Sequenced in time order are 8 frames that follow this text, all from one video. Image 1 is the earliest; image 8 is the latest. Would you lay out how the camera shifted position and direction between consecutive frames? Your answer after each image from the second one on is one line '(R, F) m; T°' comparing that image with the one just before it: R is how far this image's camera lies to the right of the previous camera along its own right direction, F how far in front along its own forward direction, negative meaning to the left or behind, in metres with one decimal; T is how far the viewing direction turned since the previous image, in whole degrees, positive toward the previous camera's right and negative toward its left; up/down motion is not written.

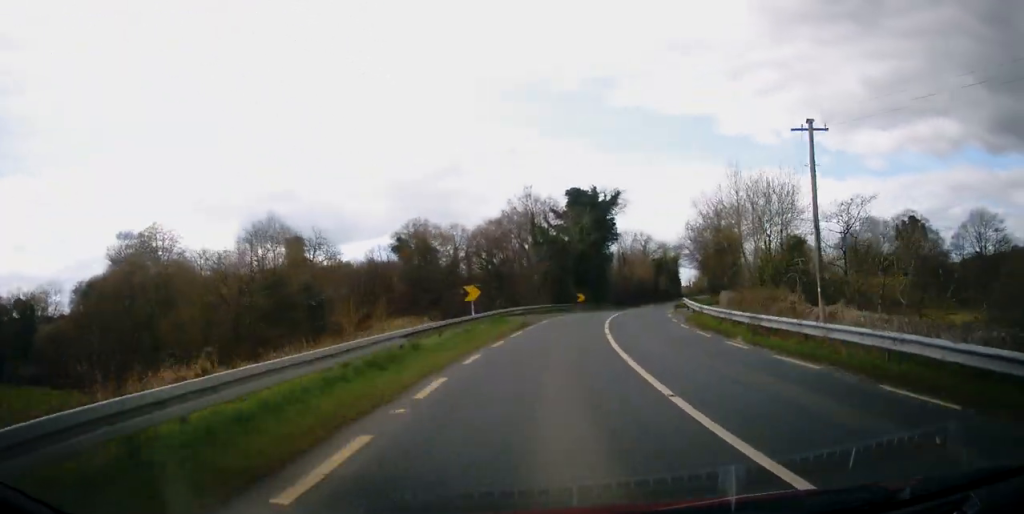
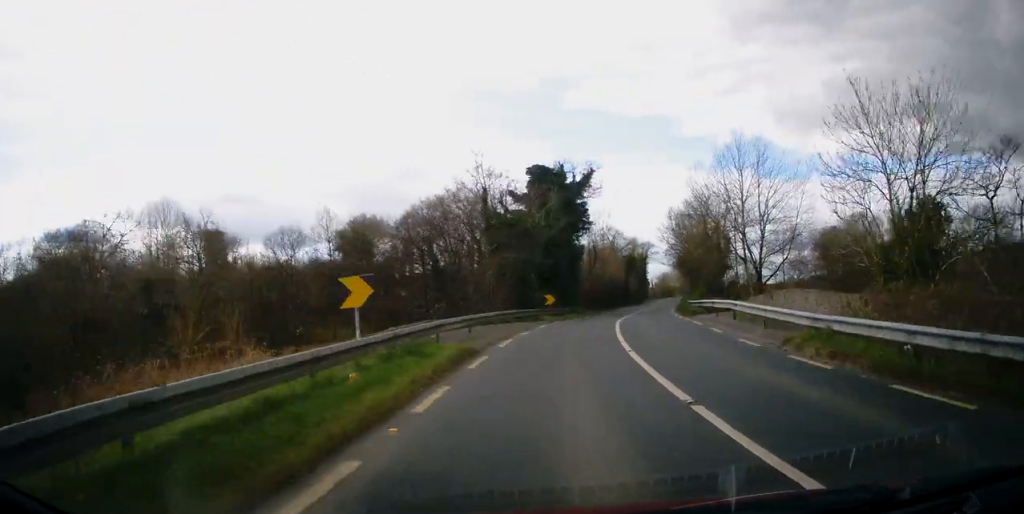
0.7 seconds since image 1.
(+1.1, +12.8) m; +6°
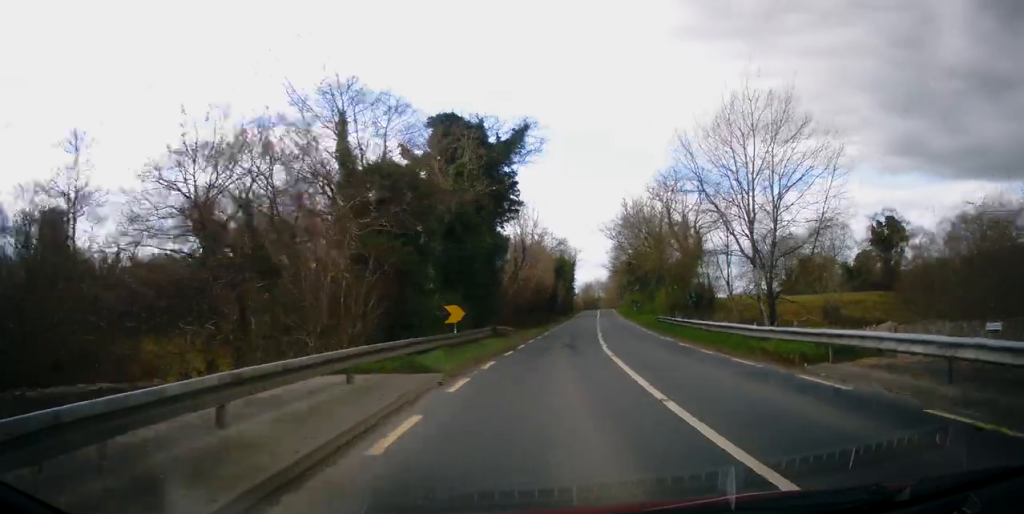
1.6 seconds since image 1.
(+1.0, +17.7) m; +7°
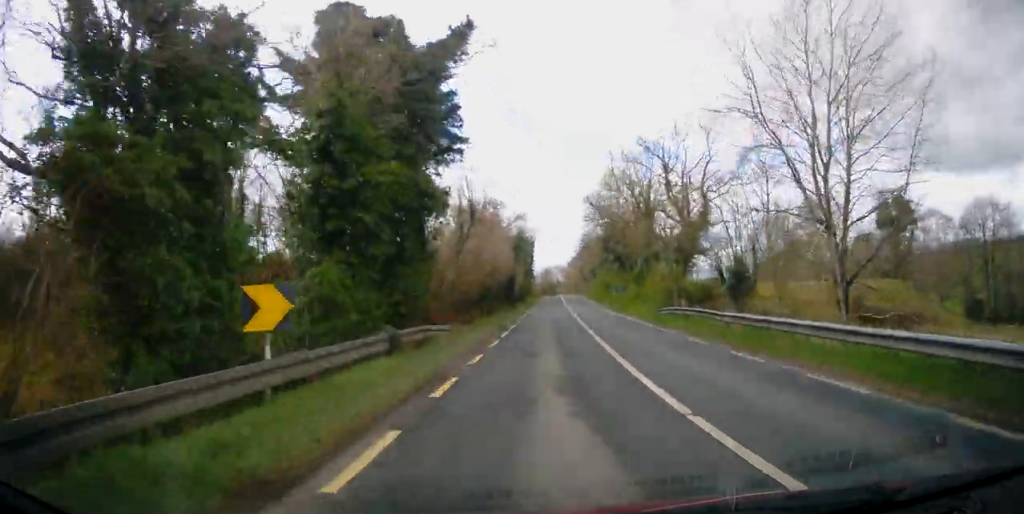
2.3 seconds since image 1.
(+0.6, +13.3) m; +4°
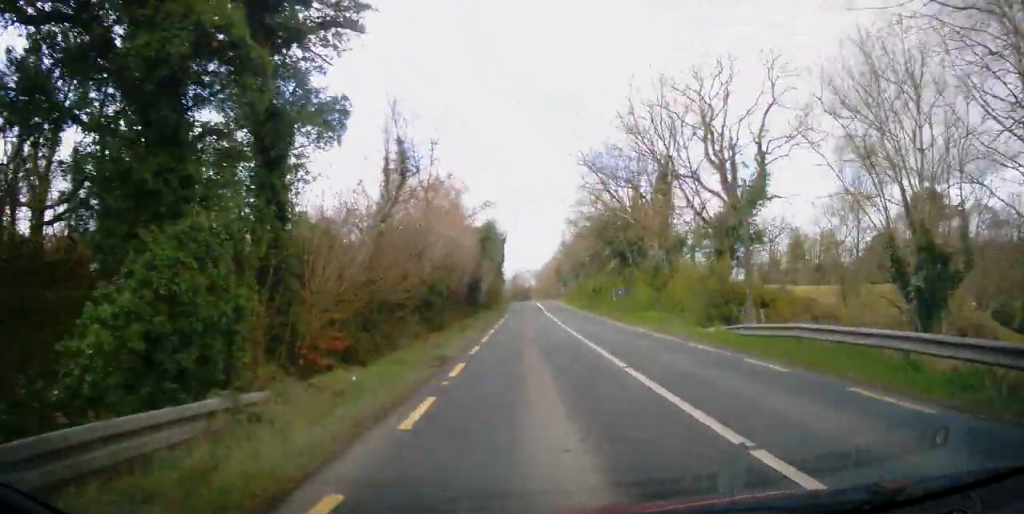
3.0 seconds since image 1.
(+0.5, +14.0) m; +4°
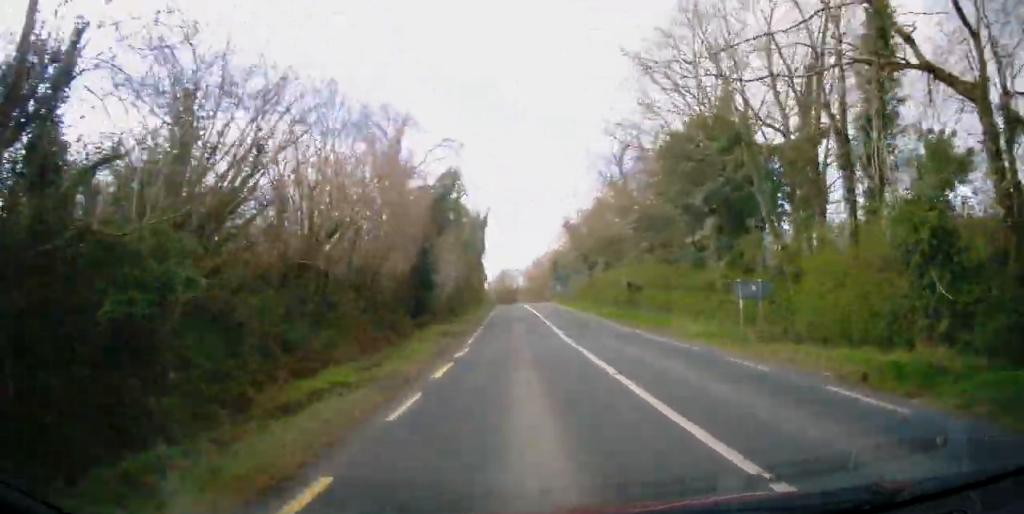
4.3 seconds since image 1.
(+0.8, +23.9) m; +3°
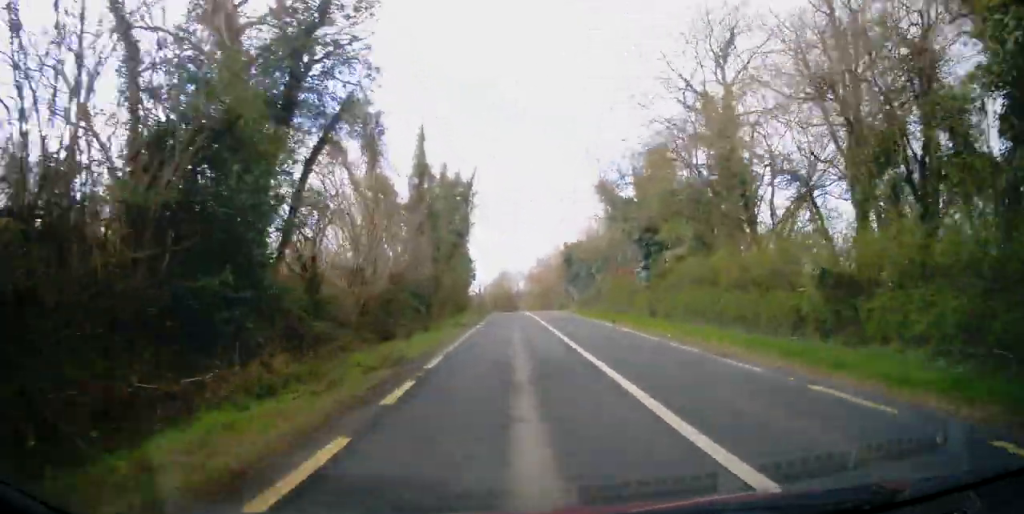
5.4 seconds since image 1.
(+0.4, +22.3) m; +1°
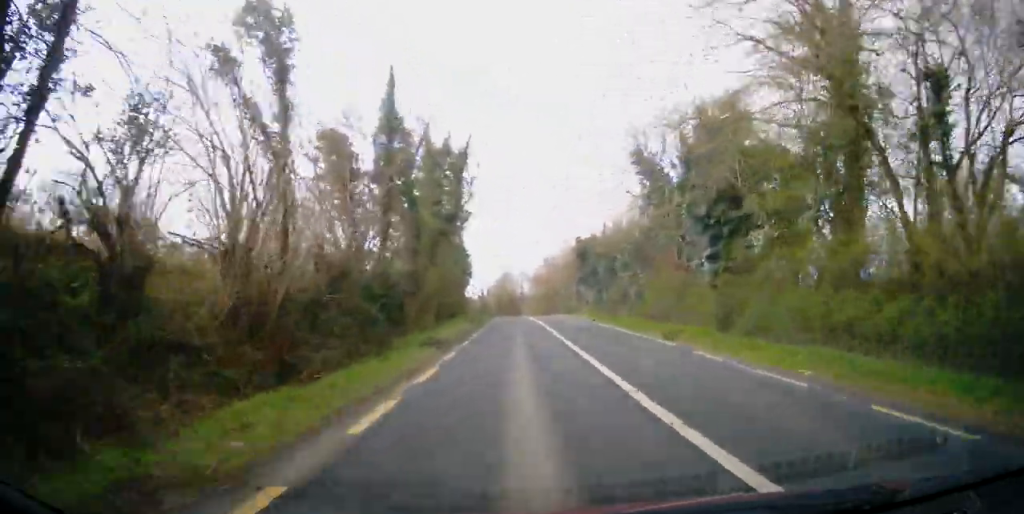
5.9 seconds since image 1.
(+0.2, +9.2) m; 0°
